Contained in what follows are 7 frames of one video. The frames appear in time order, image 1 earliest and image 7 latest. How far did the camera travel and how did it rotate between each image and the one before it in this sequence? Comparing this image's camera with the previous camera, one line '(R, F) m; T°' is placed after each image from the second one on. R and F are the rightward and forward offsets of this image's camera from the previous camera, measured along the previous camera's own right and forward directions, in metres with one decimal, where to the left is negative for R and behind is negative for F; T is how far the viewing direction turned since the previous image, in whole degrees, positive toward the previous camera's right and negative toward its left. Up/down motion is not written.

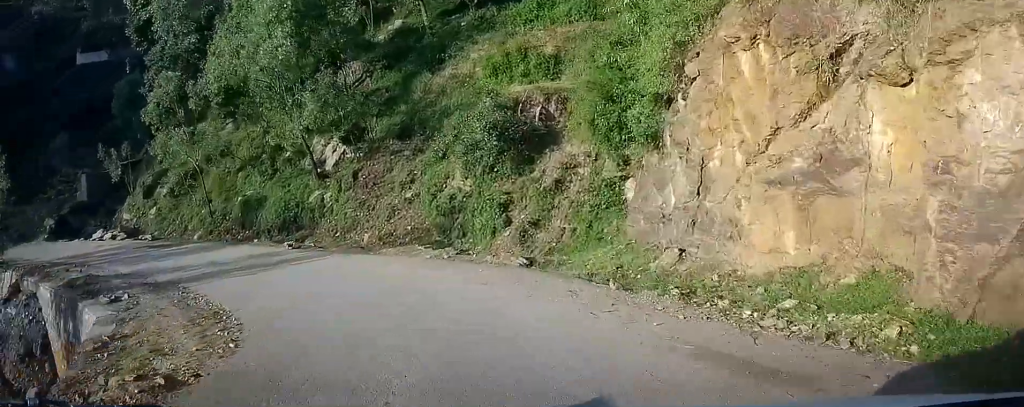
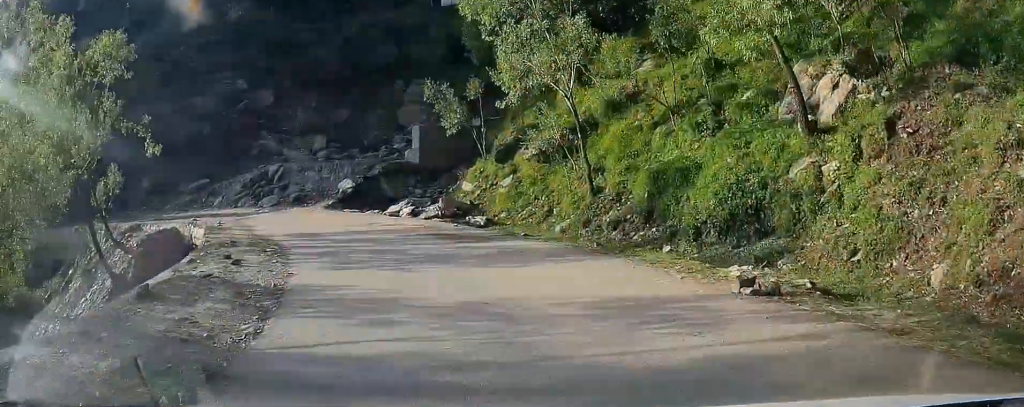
(-1.9, +13.9) m; -25°
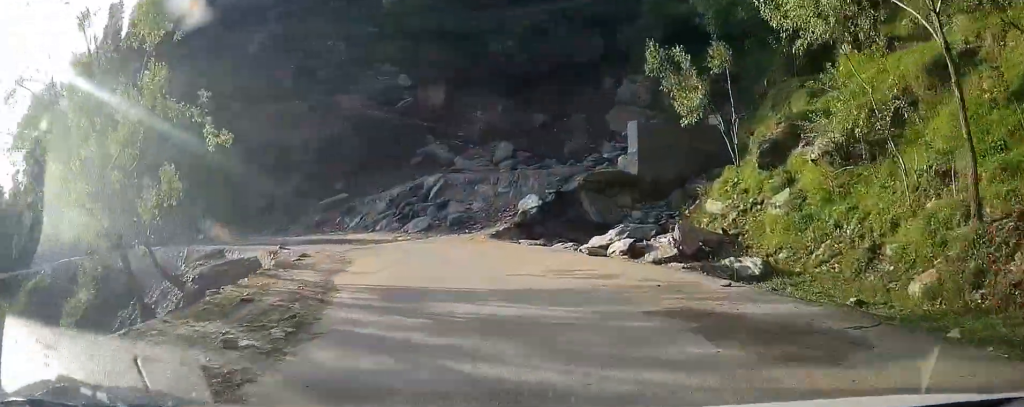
(-2.1, +7.9) m; -18°
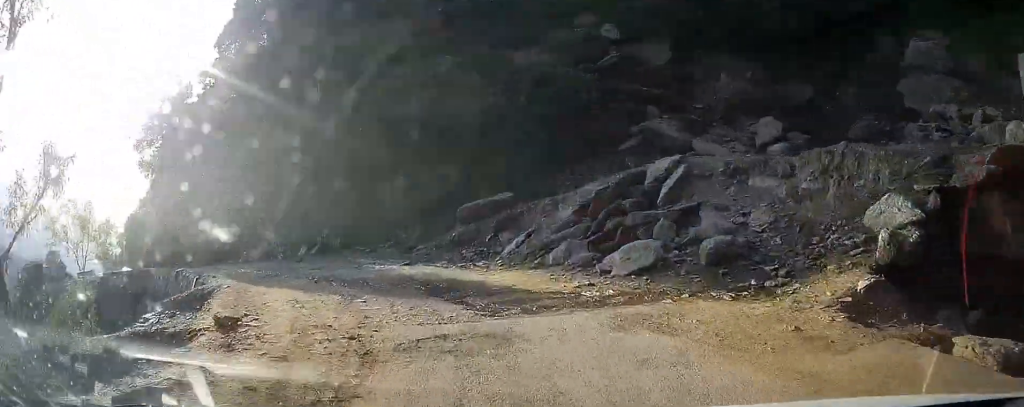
(-2.0, +10.0) m; -23°
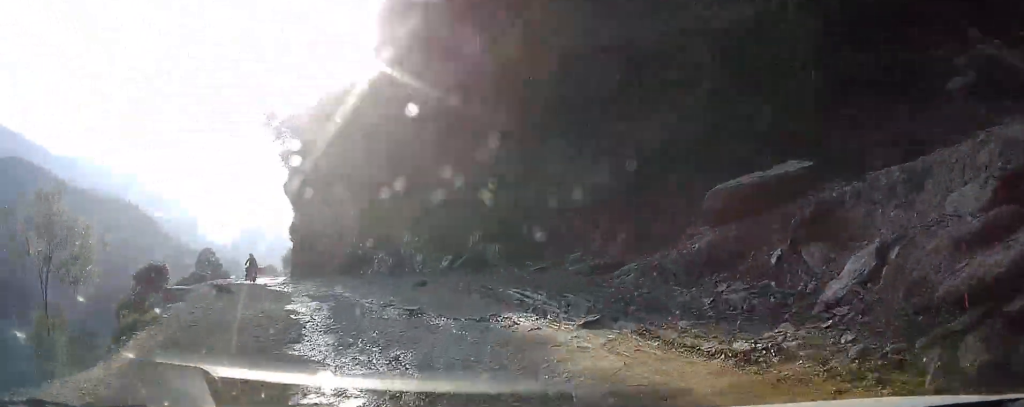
(-1.4, +8.5) m; -22°
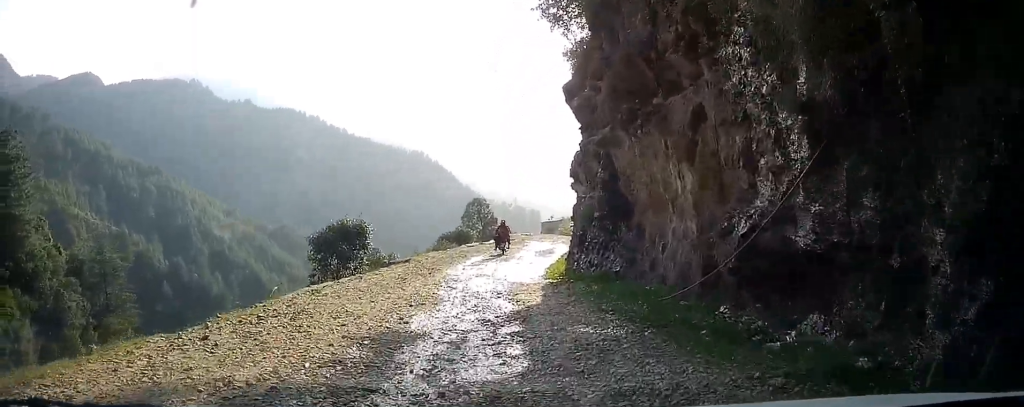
(-10.4, +19.3) m; -45°
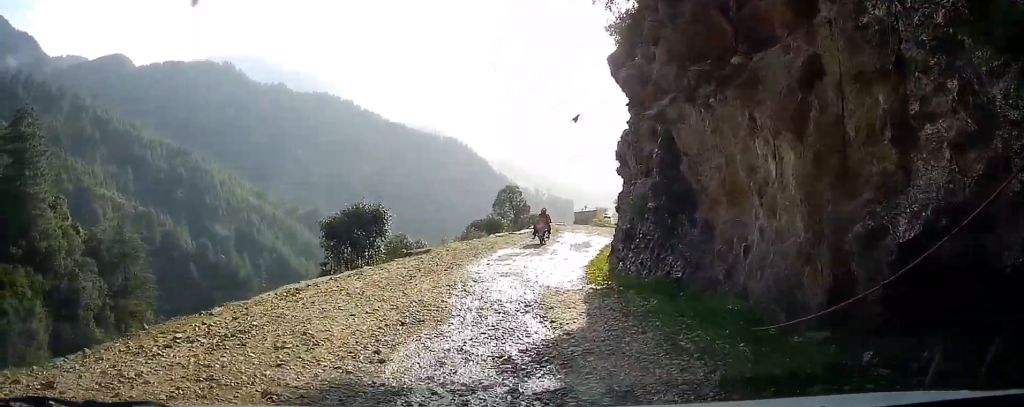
(0.0, +3.0) m; -1°
